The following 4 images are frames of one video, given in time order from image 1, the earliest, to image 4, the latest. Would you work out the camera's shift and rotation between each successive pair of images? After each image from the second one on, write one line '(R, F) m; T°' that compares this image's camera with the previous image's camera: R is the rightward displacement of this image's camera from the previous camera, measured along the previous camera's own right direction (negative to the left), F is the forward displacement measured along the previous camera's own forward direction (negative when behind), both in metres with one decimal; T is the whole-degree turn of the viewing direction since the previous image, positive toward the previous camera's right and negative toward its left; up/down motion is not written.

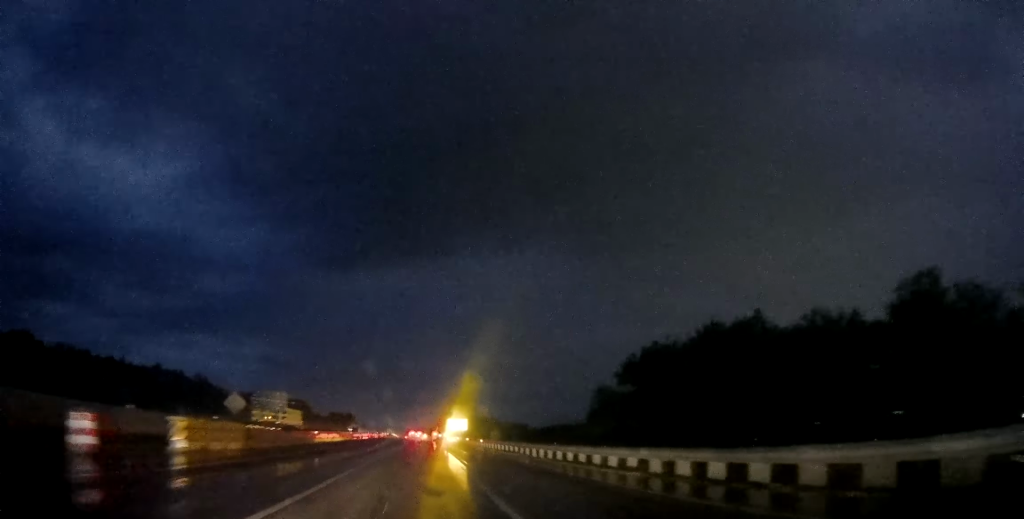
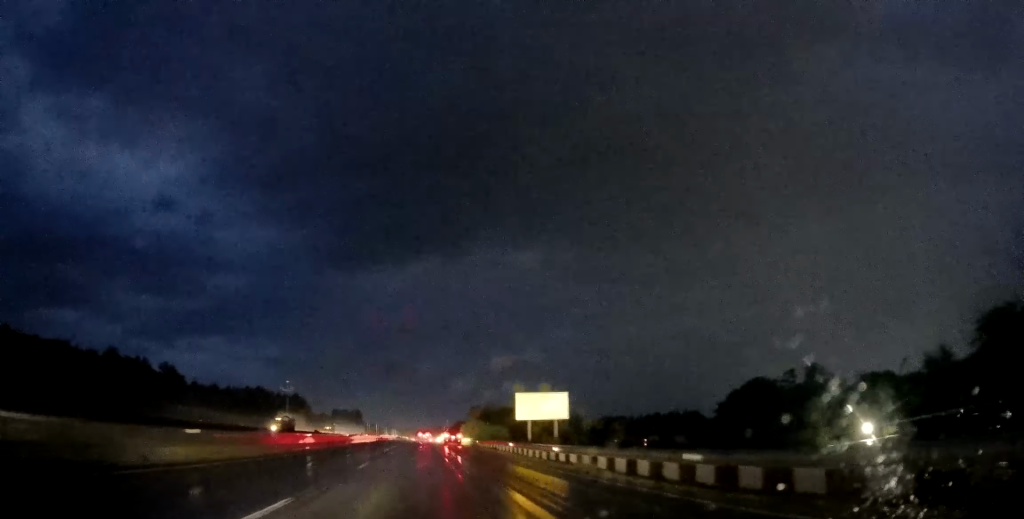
(+1.3, +72.8) m; 0°
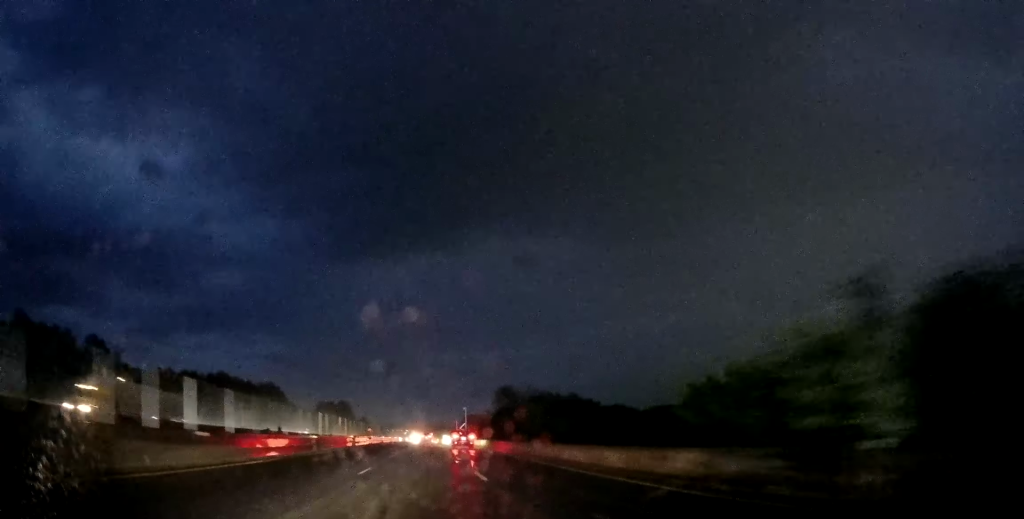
(-1.0, +77.7) m; -2°
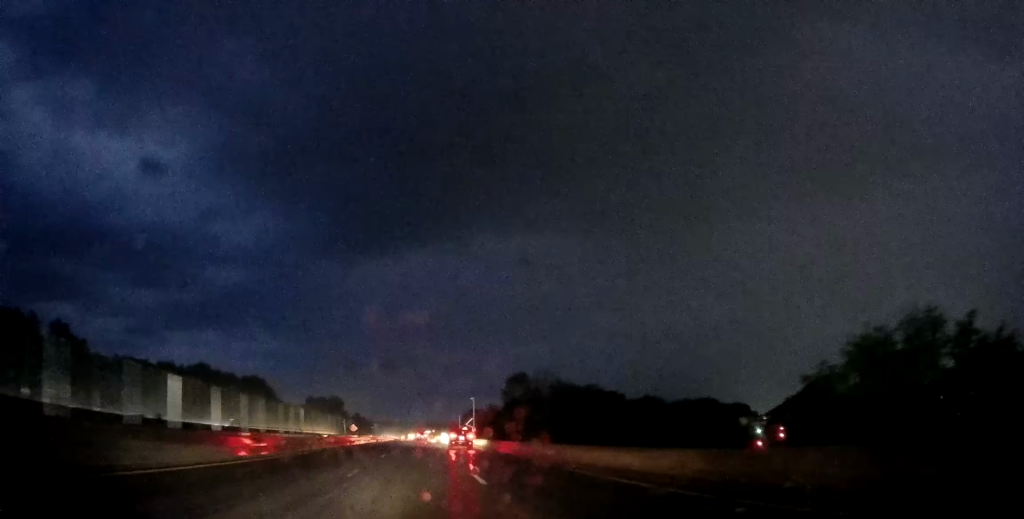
(-0.8, +27.5) m; -1°
